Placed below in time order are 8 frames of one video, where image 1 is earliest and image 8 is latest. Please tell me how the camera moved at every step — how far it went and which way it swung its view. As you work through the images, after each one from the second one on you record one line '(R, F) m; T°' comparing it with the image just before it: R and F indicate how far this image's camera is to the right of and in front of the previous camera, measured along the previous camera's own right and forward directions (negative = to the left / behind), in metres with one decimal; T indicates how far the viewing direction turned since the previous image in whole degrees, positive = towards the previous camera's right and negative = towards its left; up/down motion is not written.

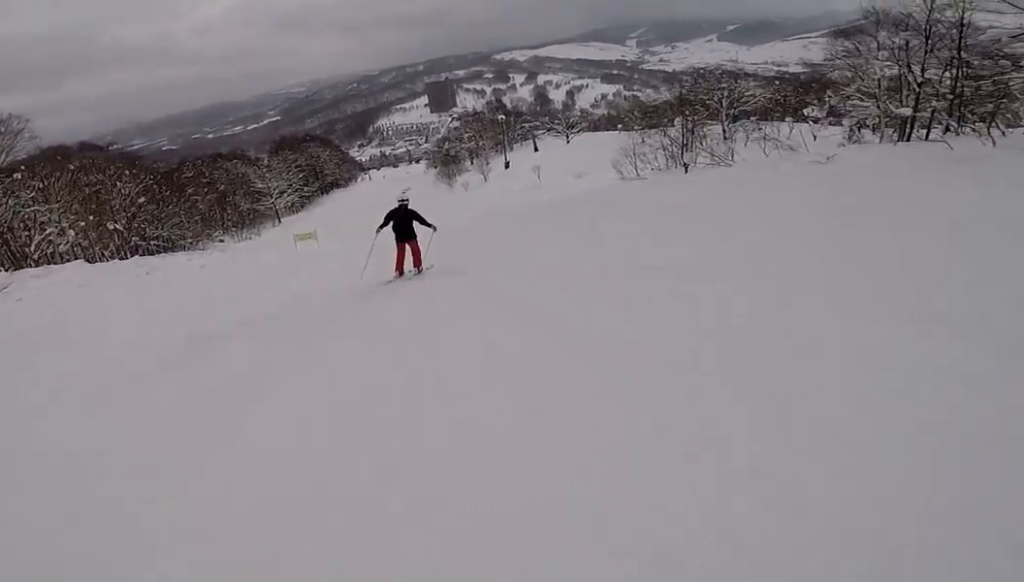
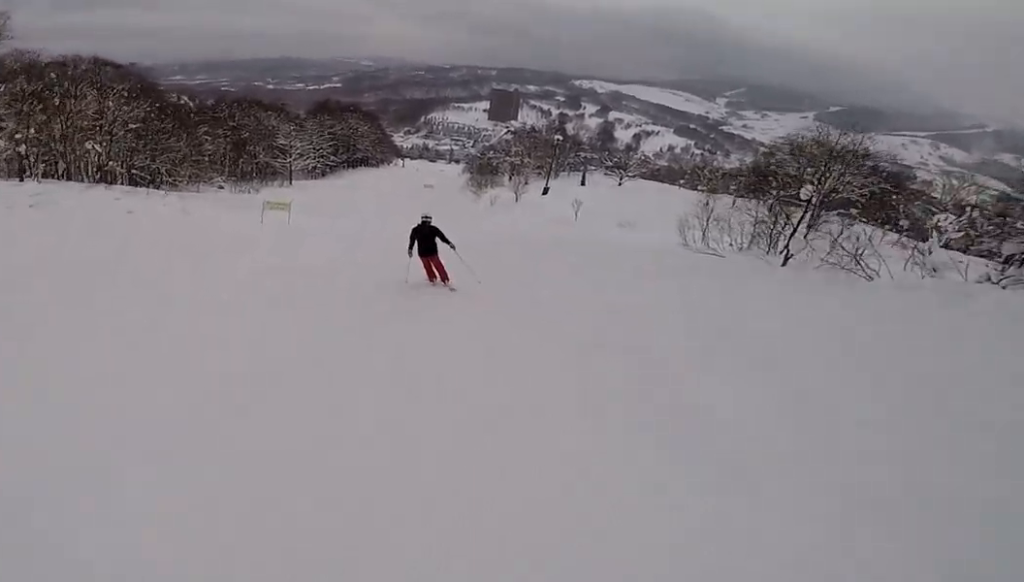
(+0.3, +8.7) m; -6°
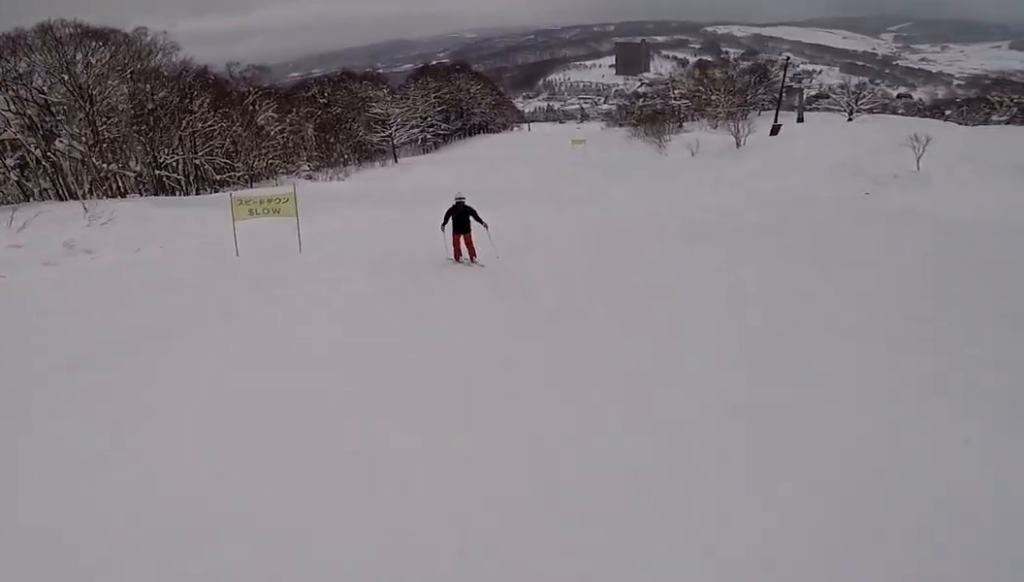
(-6.1, +23.6) m; -16°
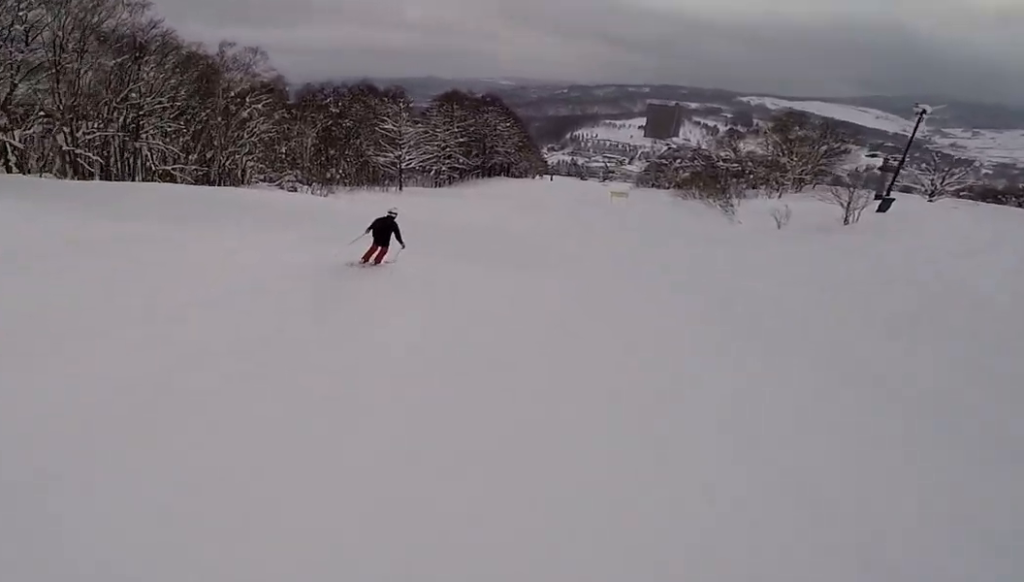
(+0.7, +13.2) m; +6°
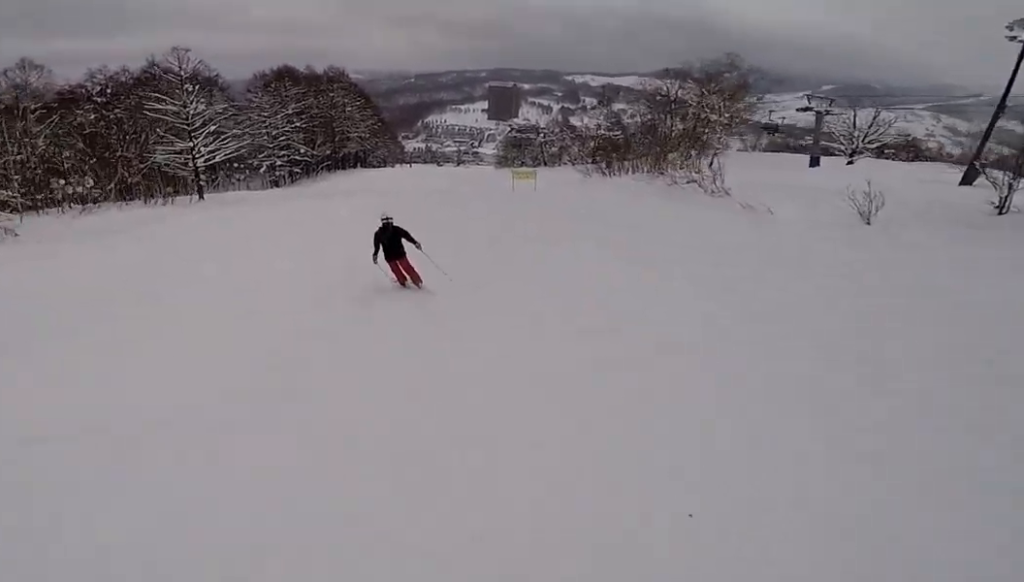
(+1.6, +23.6) m; +1°
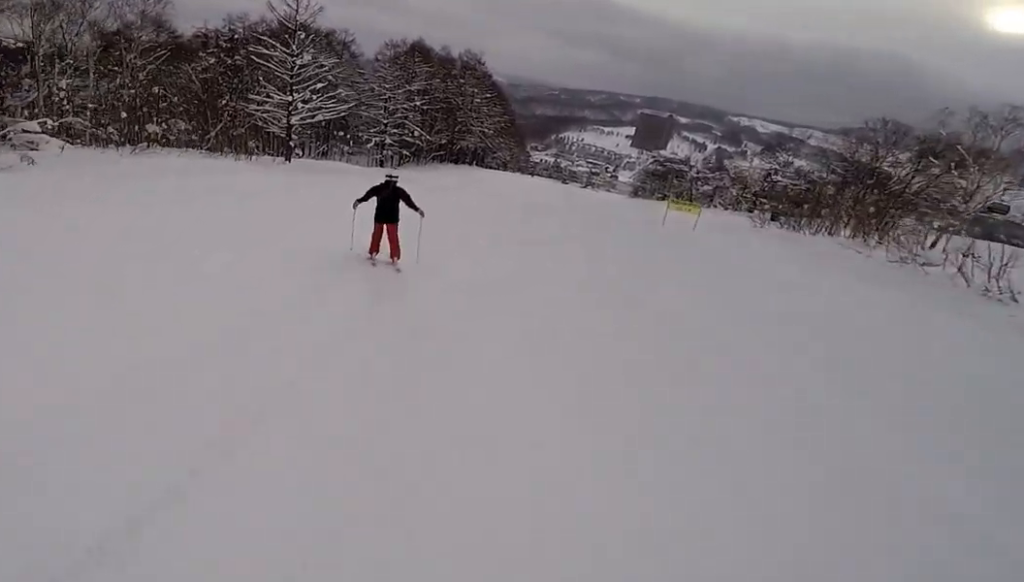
(-0.8, +8.2) m; -5°
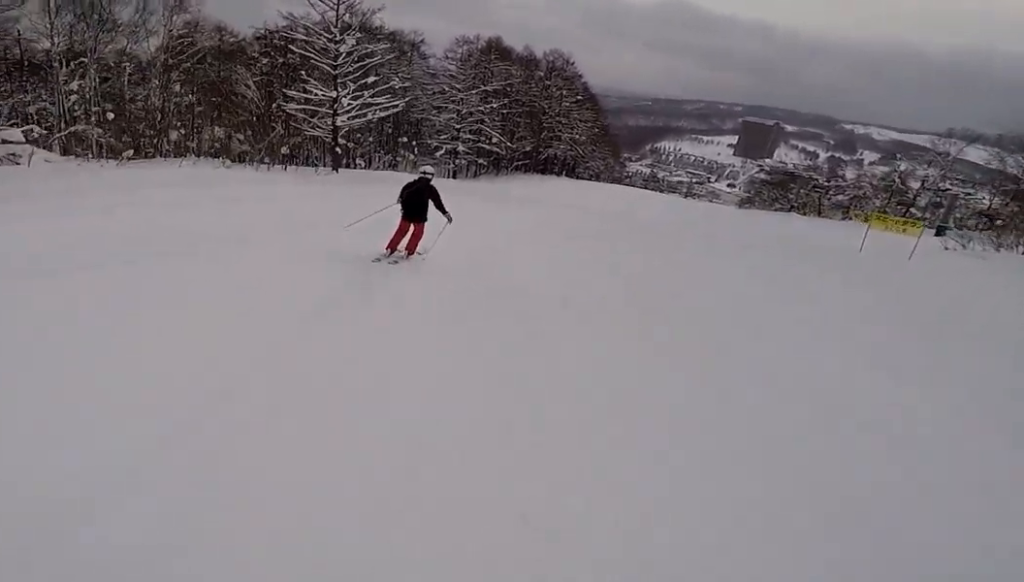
(-0.1, +8.7) m; 0°
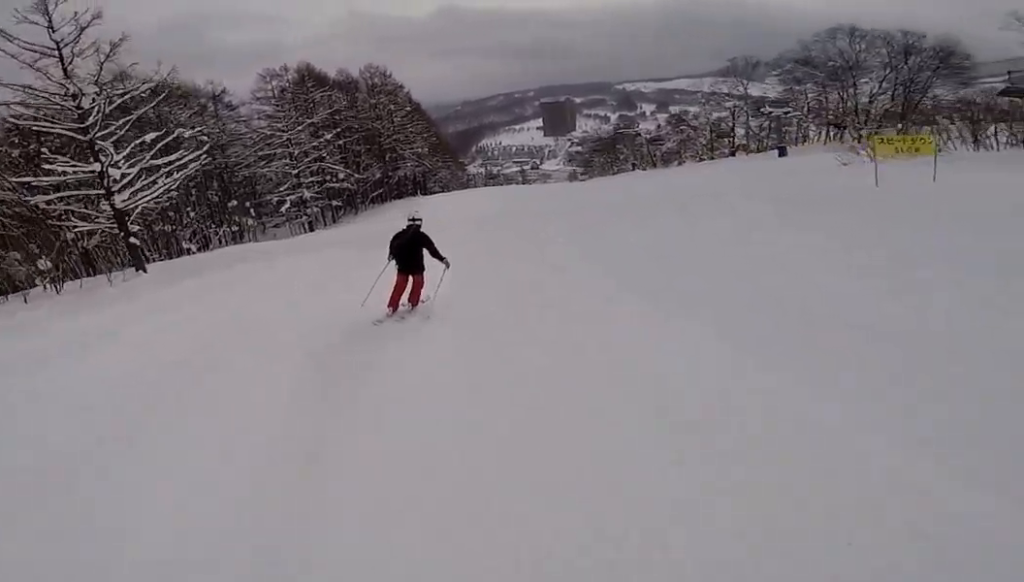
(0.0, +9.0) m; +3°
